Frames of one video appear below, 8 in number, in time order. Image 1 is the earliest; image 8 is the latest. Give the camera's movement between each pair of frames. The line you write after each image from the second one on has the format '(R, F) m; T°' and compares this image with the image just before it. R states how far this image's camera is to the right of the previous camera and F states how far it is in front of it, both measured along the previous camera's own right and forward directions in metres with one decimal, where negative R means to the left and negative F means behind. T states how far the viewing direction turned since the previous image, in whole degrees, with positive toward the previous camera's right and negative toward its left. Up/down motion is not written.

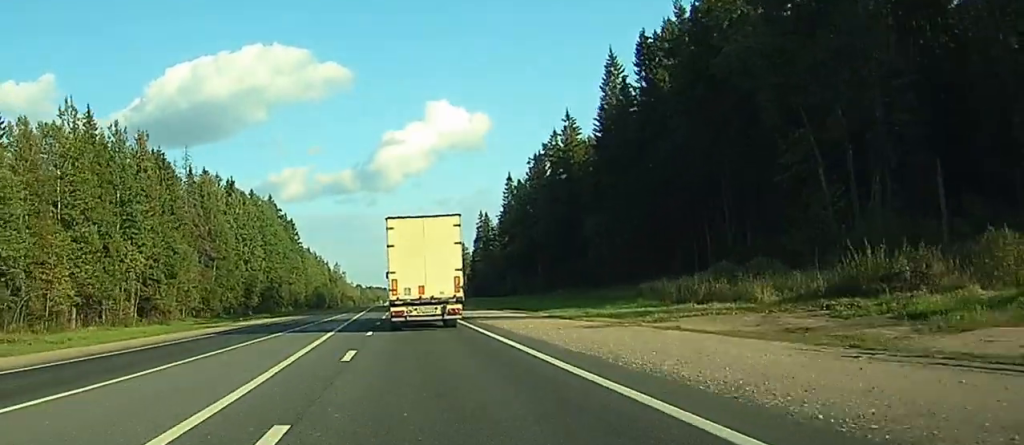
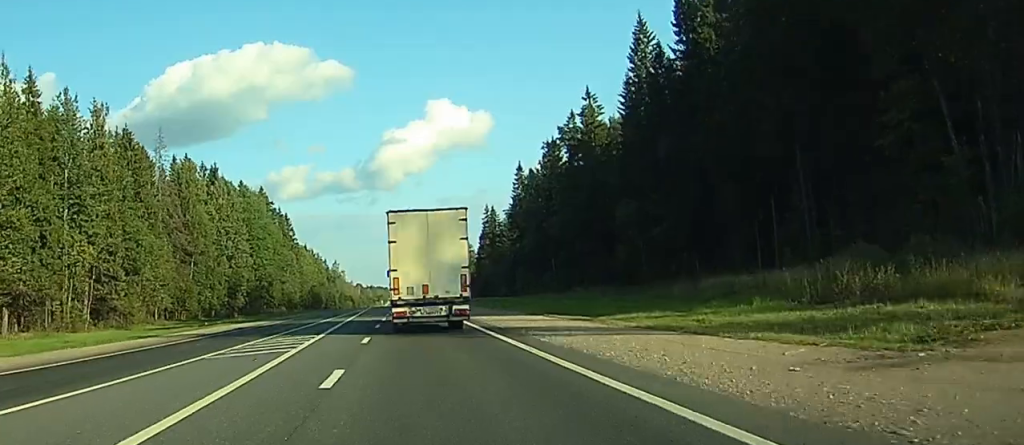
(0.0, +17.2) m; 0°
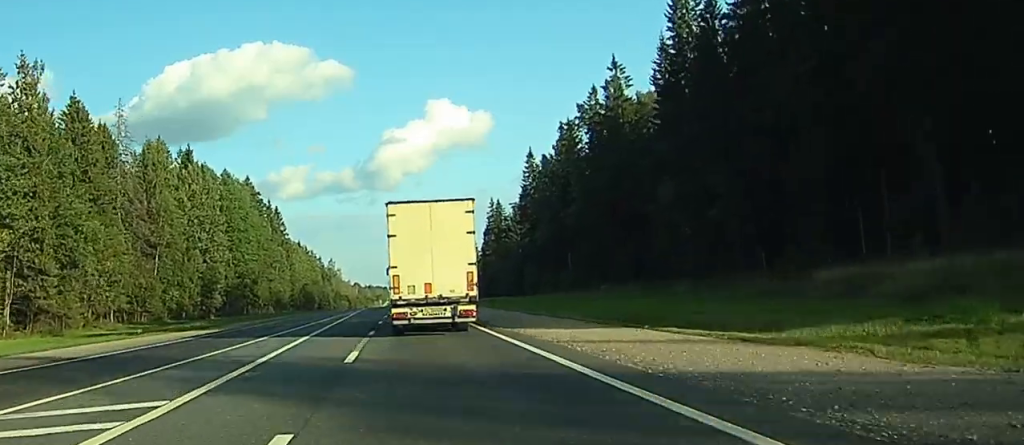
(0.0, +19.2) m; 0°
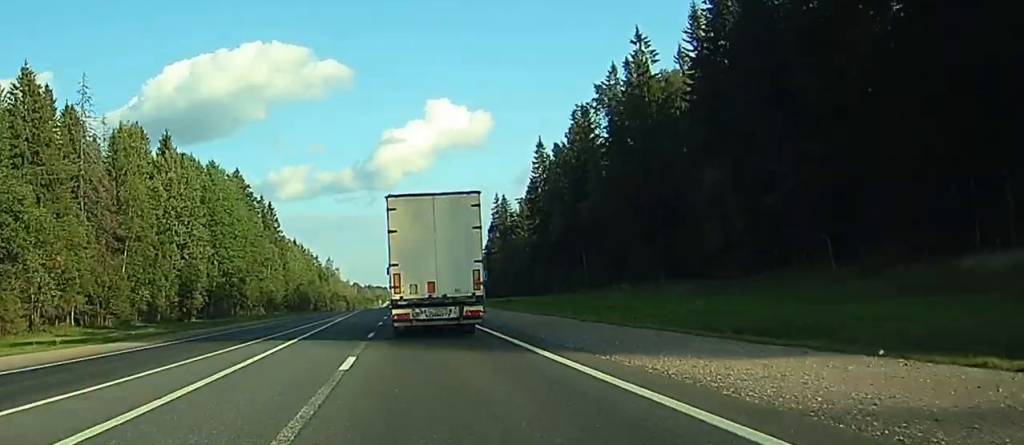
(0.0, +13.5) m; 0°
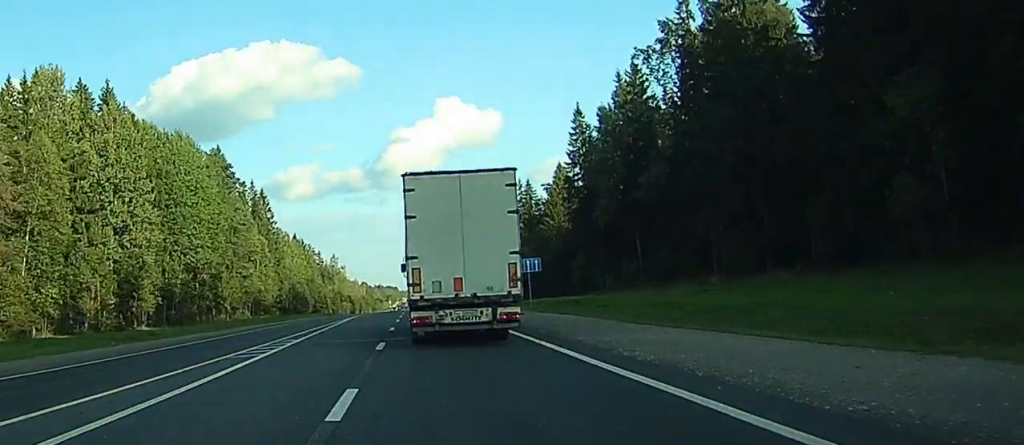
(-0.1, +30.1) m; 0°
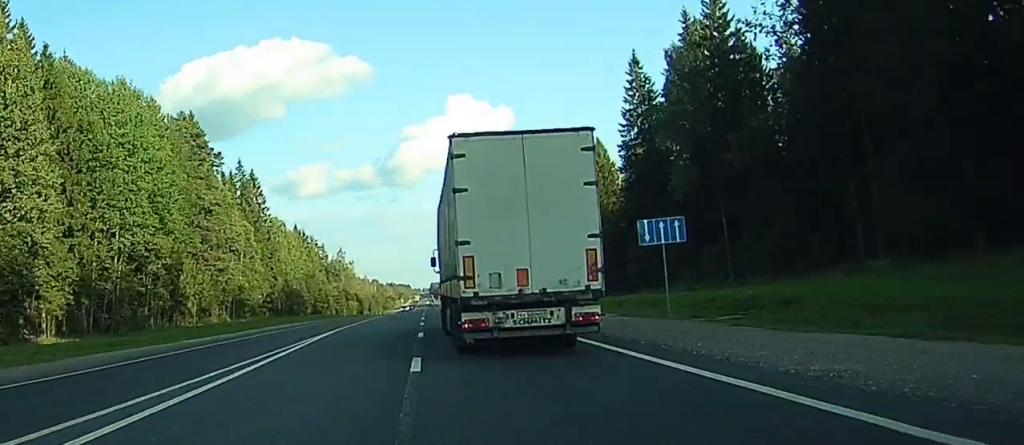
(-0.1, +30.5) m; 0°
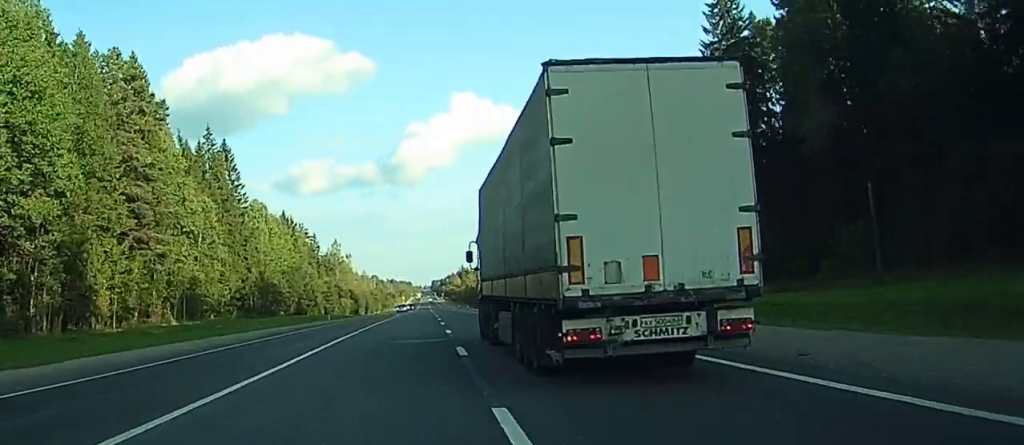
(-0.1, +31.8) m; 0°
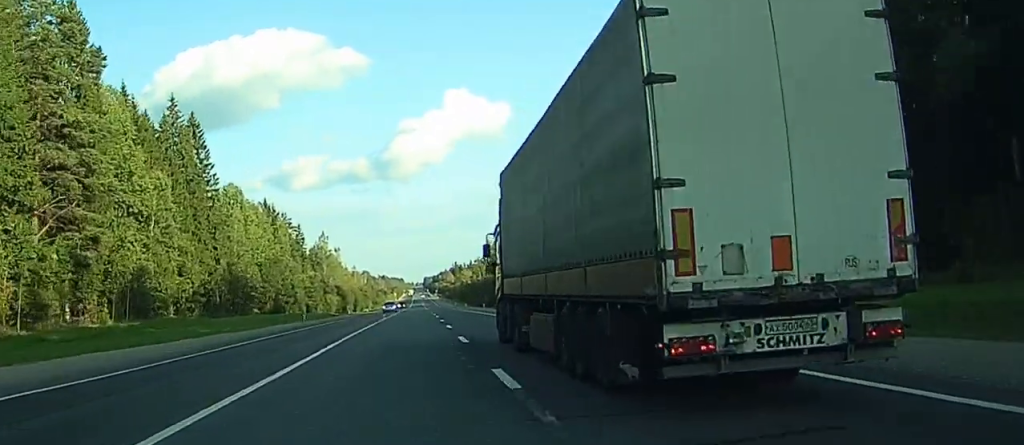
(-0.1, +19.0) m; 0°
